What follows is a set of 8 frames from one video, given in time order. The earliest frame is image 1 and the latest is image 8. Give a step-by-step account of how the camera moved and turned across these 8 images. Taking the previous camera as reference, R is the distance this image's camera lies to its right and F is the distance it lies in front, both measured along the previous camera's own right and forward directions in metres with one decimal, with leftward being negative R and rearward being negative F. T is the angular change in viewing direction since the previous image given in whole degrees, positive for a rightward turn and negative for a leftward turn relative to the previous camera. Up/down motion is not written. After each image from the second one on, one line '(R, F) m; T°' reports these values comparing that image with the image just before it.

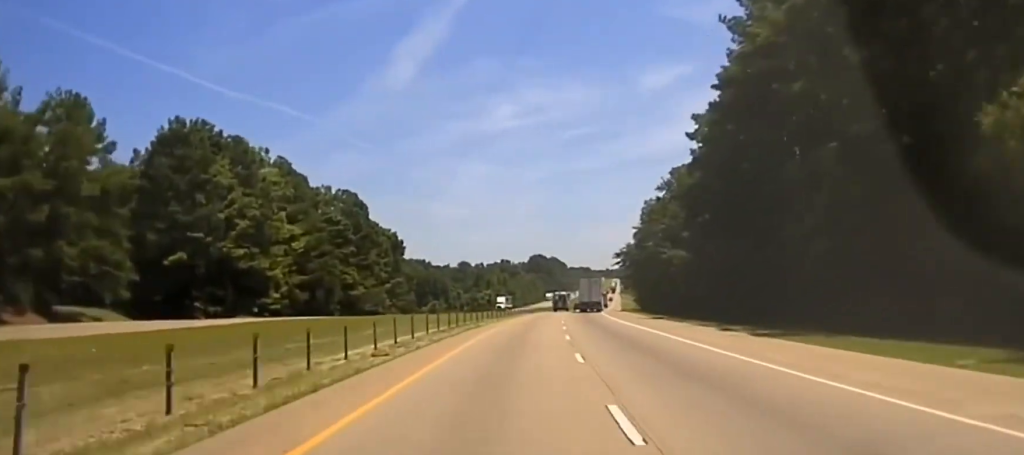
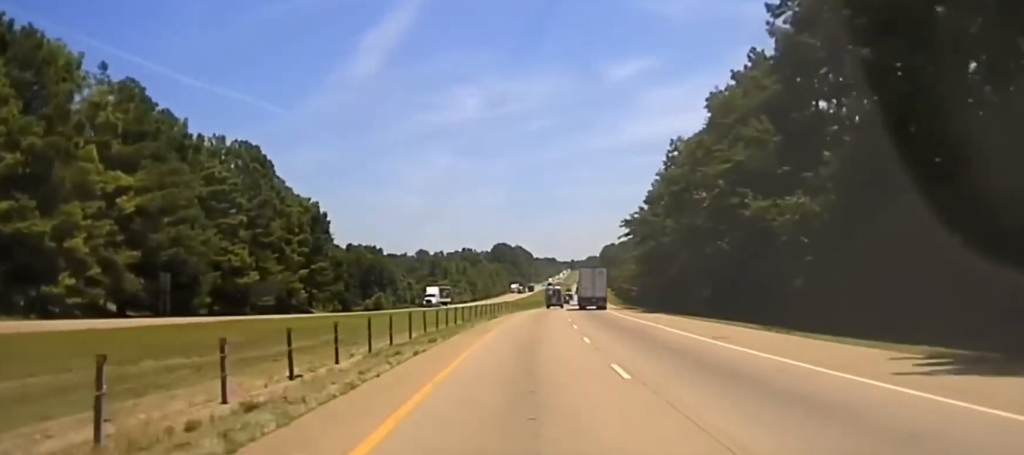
(+0.8, +54.5) m; +2°
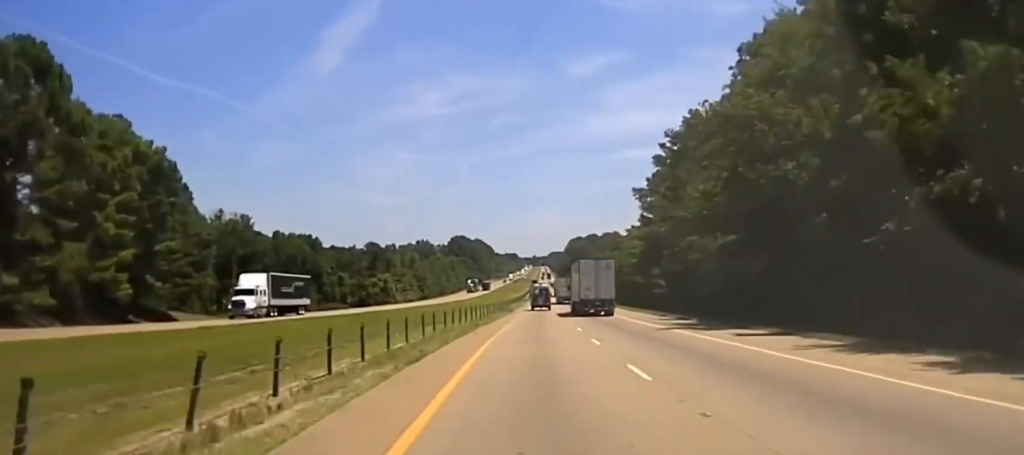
(+1.6, +67.4) m; +2°
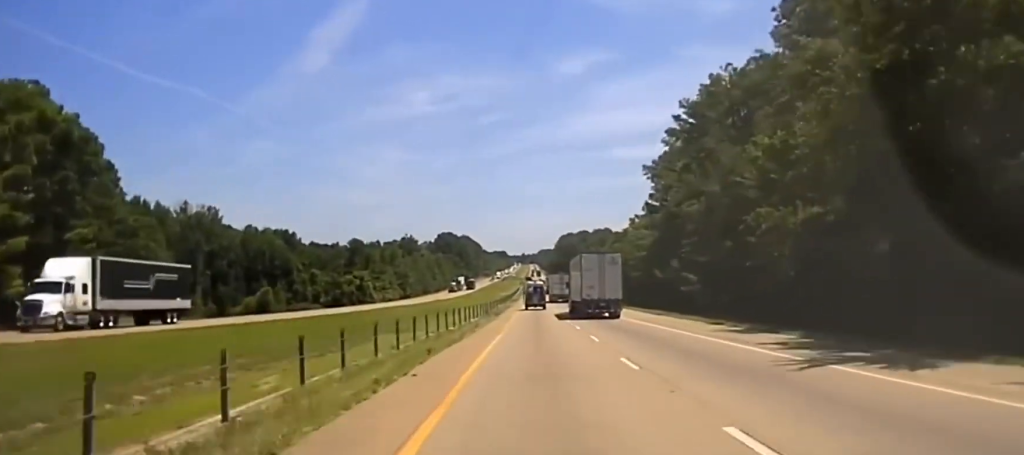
(+0.1, +24.1) m; +1°
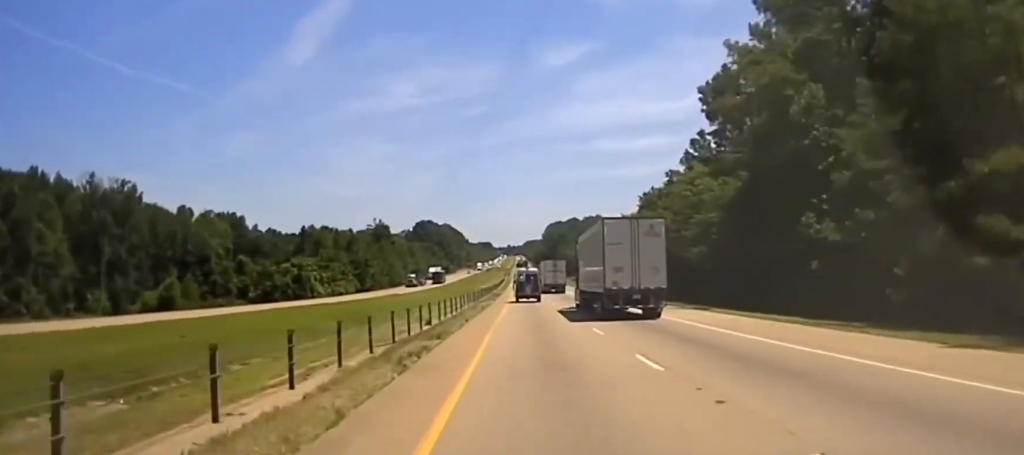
(+0.7, +55.0) m; +1°
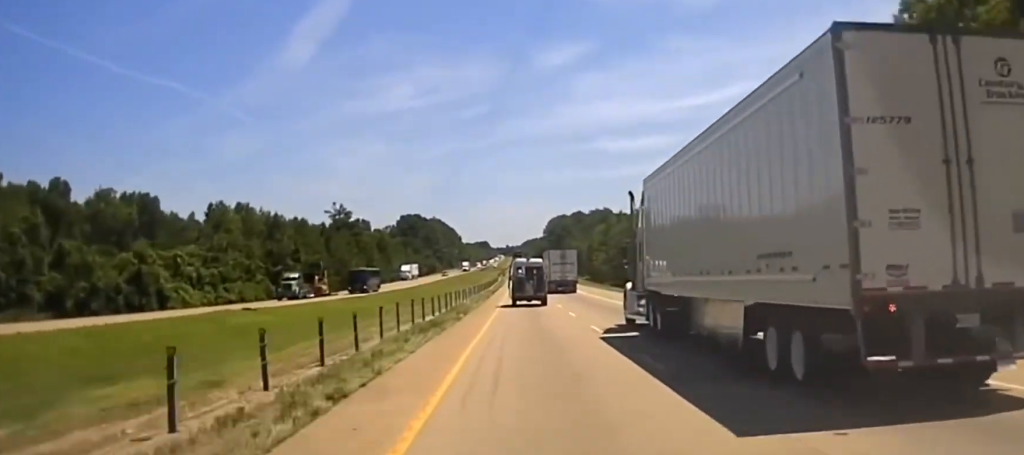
(+0.3, +71.7) m; 0°
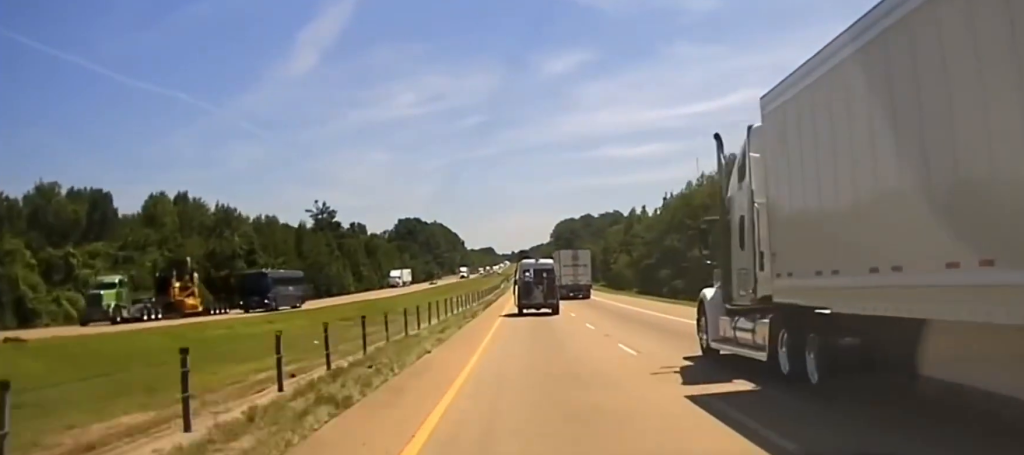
(0.0, +27.6) m; 0°
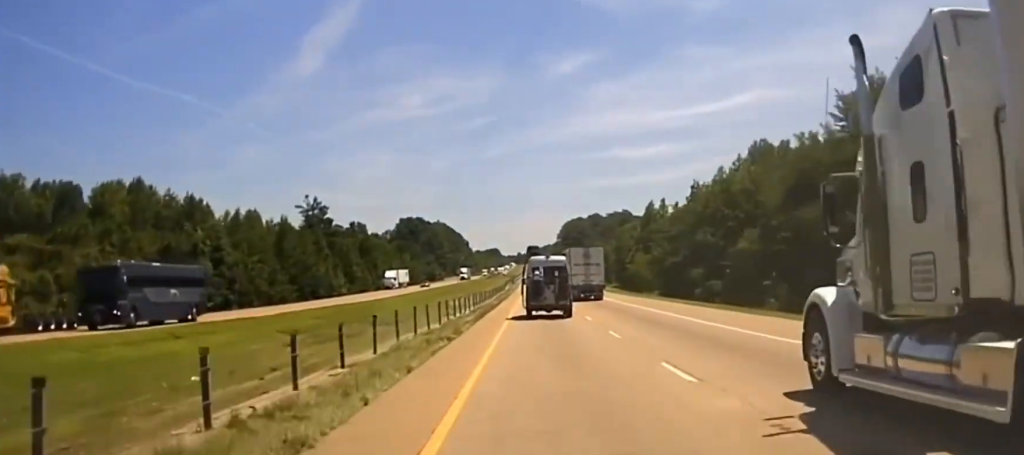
(-0.1, +16.1) m; 0°
